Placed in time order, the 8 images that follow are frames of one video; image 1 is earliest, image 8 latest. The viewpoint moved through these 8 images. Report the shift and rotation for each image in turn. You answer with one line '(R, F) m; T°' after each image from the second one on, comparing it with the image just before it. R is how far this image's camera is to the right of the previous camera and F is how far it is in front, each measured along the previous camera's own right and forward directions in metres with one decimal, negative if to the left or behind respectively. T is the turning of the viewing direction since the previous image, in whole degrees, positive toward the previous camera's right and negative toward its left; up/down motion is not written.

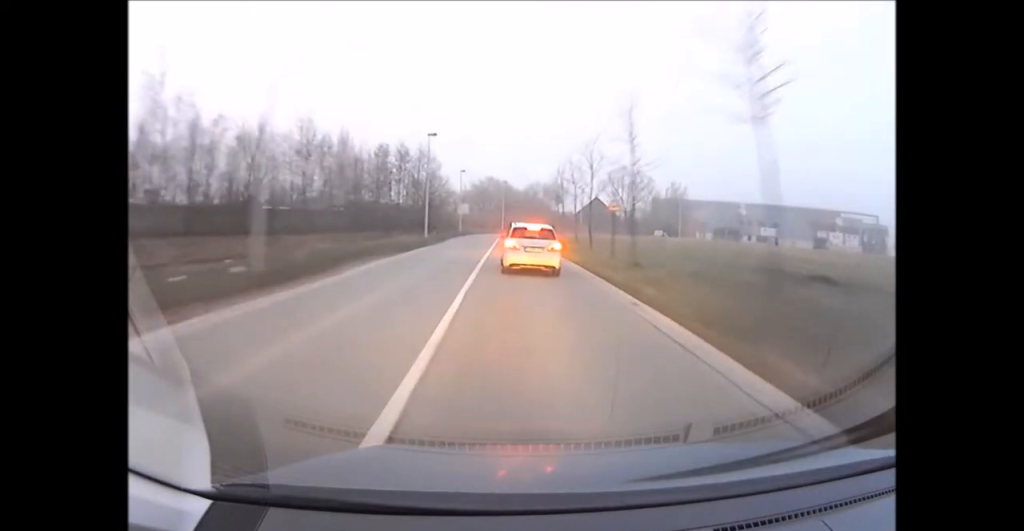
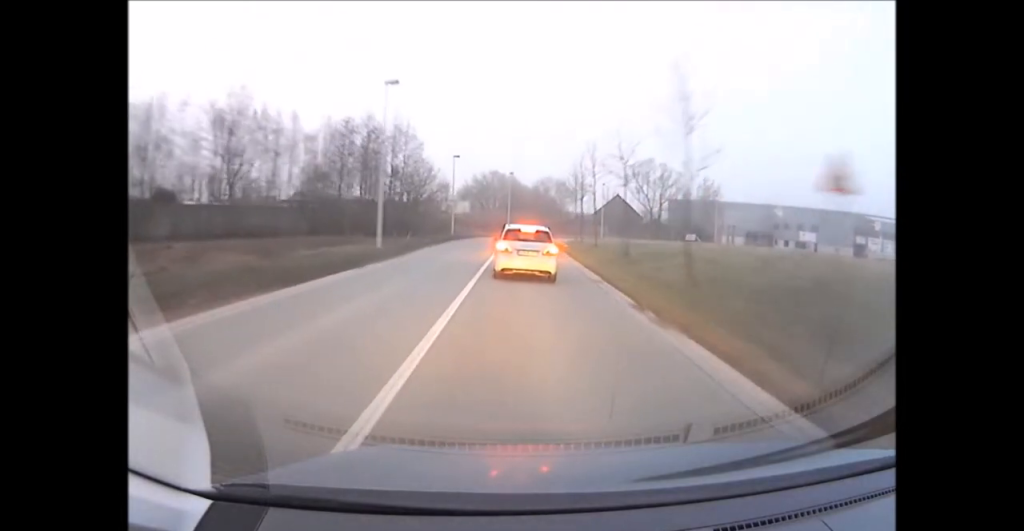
(0.0, +15.6) m; 0°
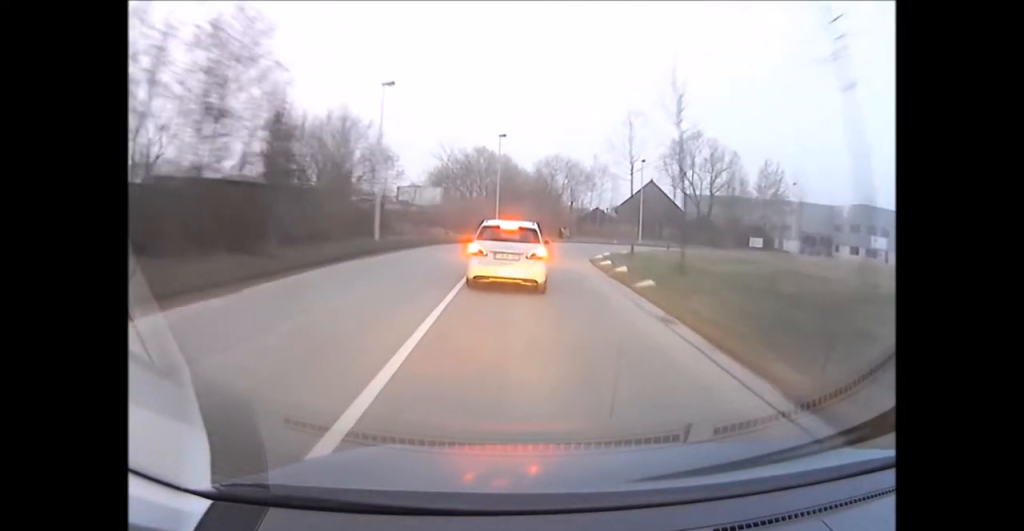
(+0.1, +26.7) m; +1°
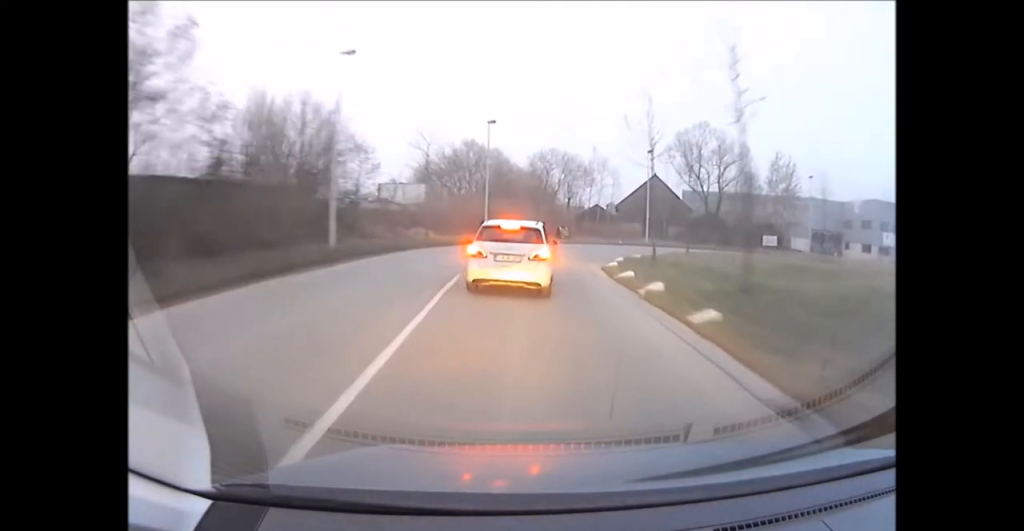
(+0.1, +5.4) m; +1°
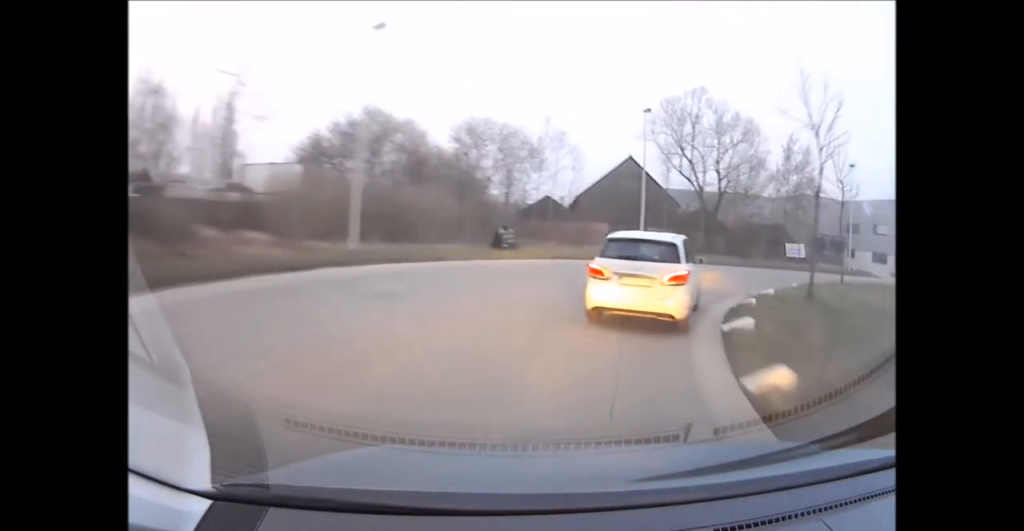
(+1.6, +18.5) m; +16°
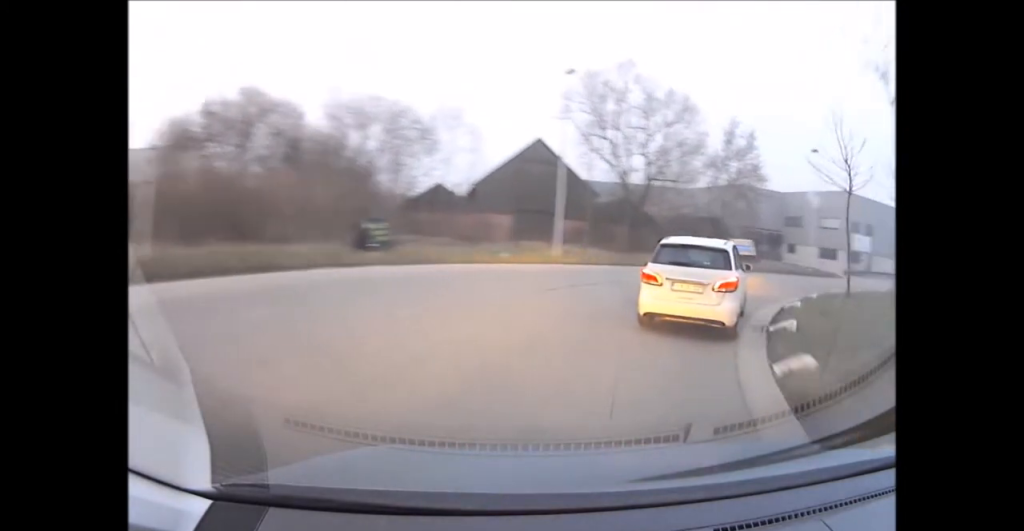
(+0.6, +7.1) m; +12°
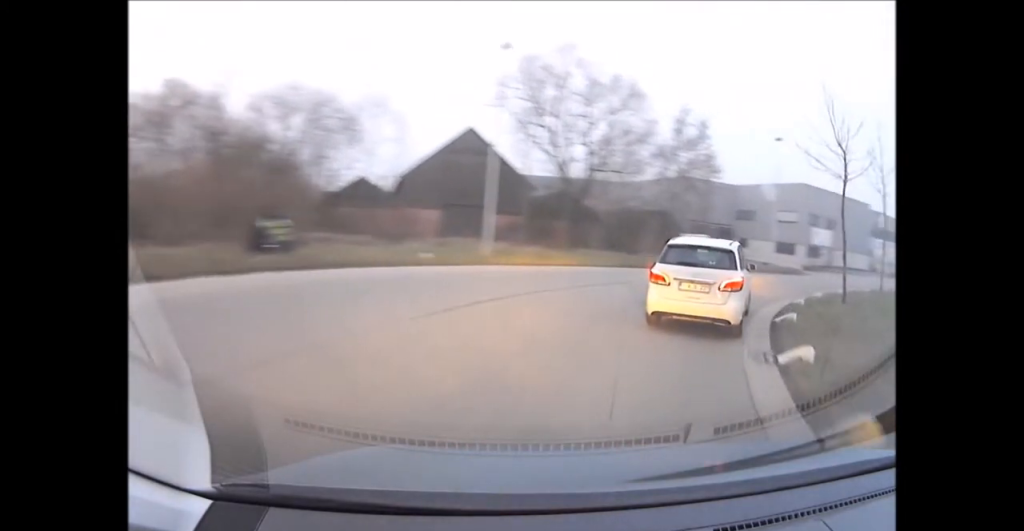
(+0.4, +3.7) m; +5°
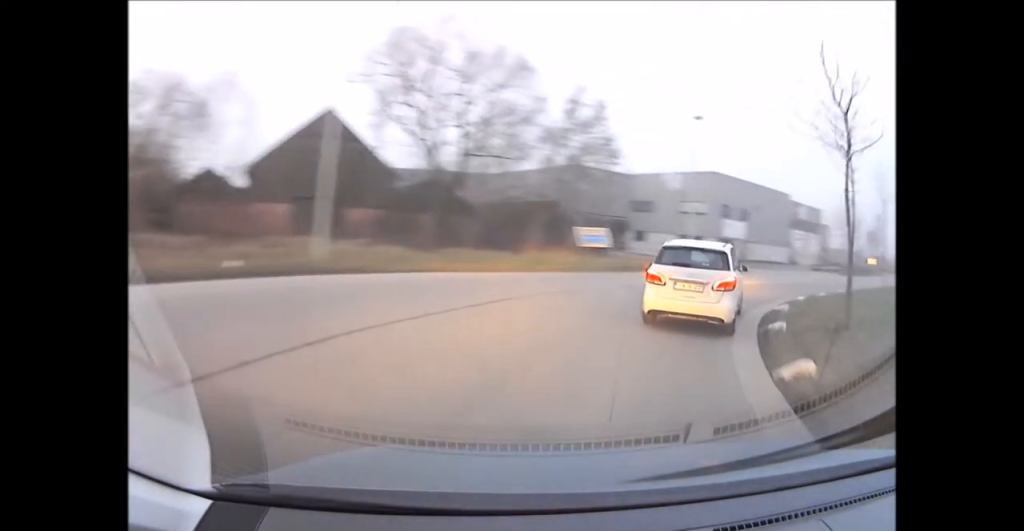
(+0.4, +5.7) m; +5°
